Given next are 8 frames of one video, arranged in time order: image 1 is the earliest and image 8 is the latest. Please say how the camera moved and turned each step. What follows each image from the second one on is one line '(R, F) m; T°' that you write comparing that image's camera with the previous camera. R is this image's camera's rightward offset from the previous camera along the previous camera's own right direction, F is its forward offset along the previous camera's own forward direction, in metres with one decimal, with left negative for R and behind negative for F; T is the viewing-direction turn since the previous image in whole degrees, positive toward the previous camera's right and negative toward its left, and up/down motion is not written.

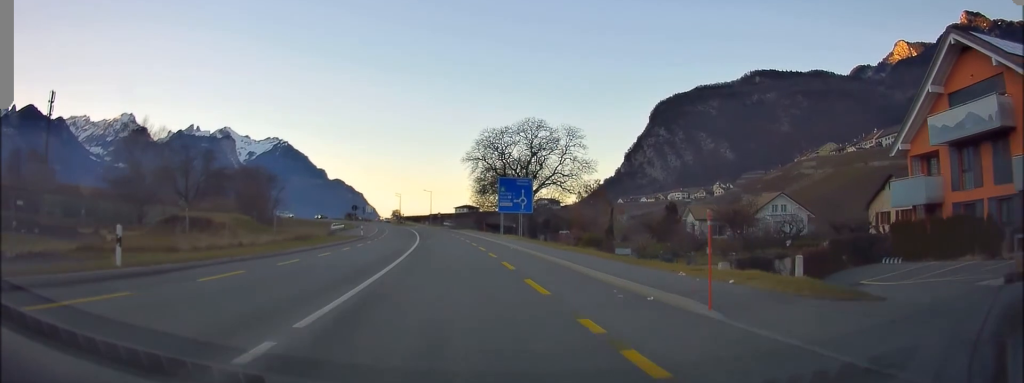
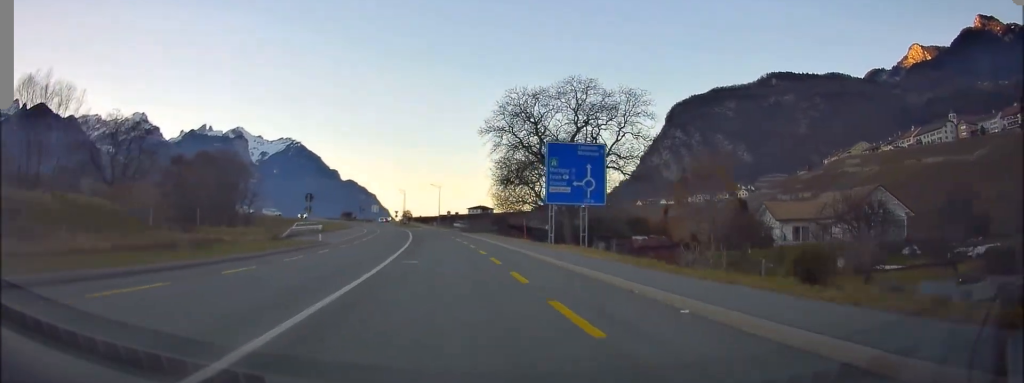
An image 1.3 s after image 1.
(-0.3, +23.0) m; -1°
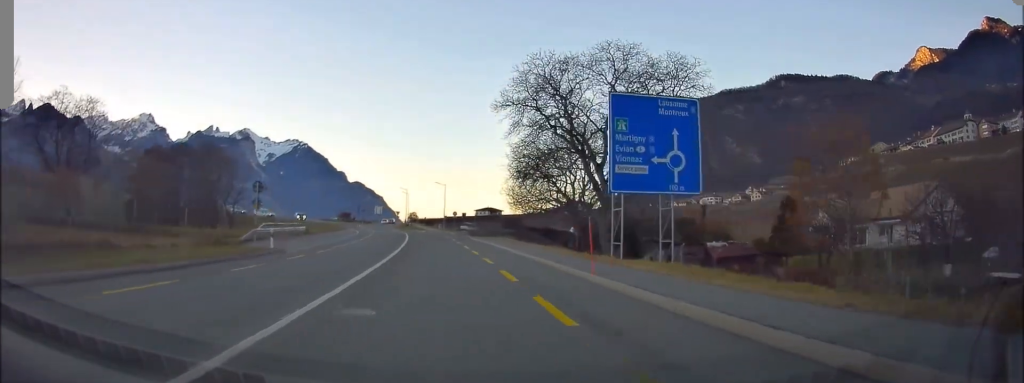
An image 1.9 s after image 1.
(+0.1, +11.2) m; 0°
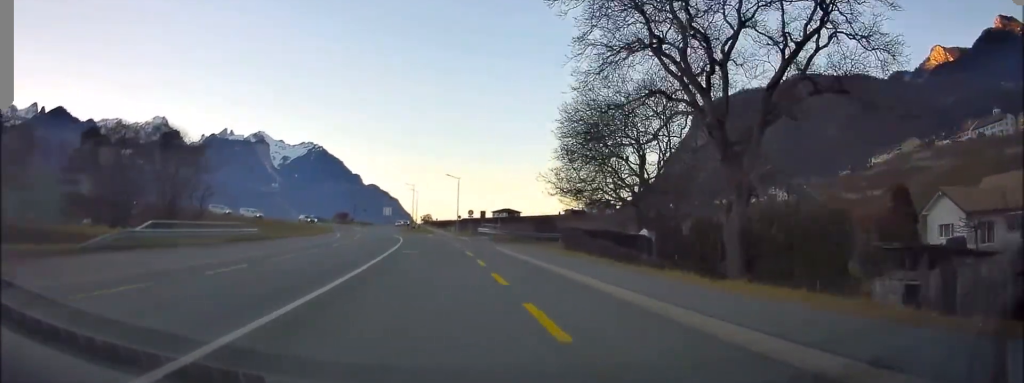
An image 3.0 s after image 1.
(-0.3, +19.5) m; -2°
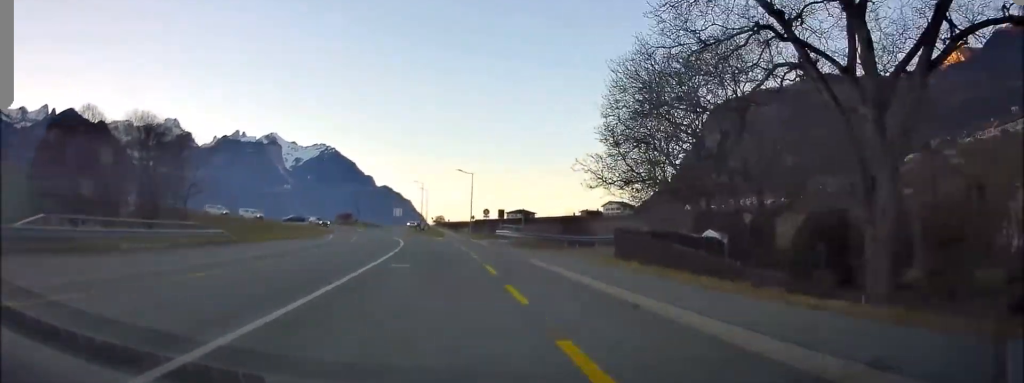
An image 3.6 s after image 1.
(-0.2, +9.4) m; -1°
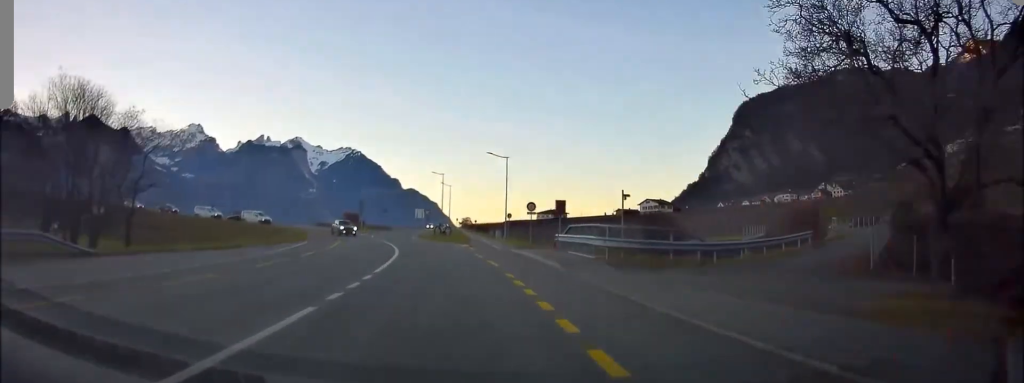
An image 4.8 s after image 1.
(-0.1, +19.0) m; -1°
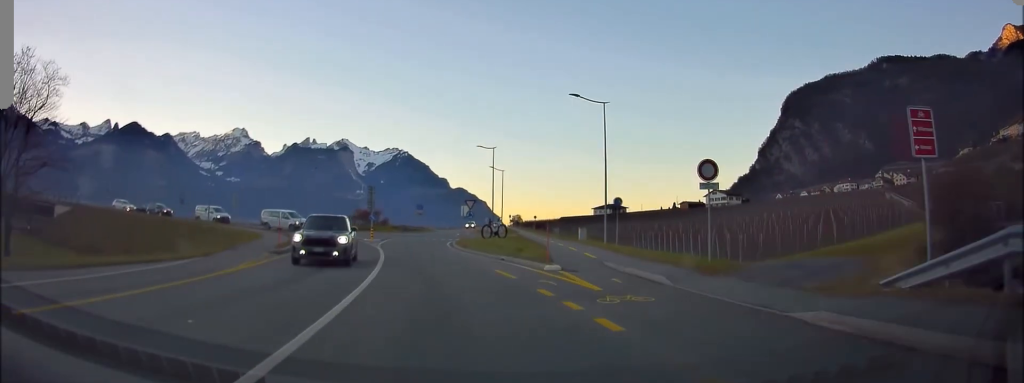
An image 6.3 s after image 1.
(-0.9, +24.4) m; -6°
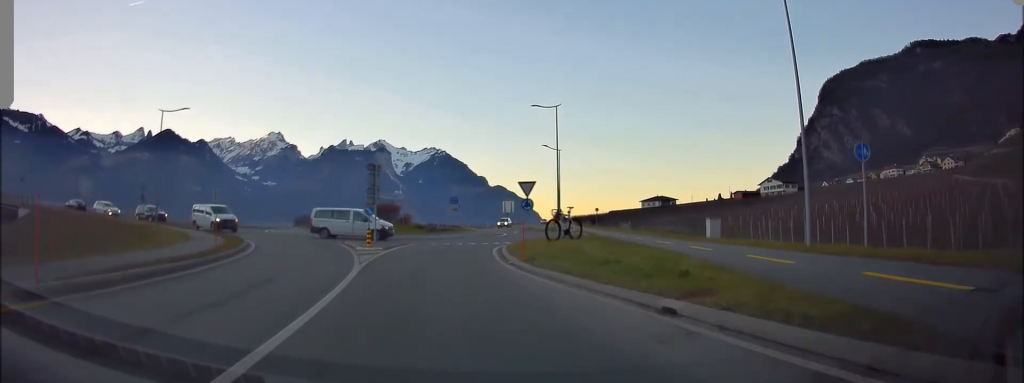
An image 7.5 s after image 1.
(-0.8, +17.3) m; -4°
